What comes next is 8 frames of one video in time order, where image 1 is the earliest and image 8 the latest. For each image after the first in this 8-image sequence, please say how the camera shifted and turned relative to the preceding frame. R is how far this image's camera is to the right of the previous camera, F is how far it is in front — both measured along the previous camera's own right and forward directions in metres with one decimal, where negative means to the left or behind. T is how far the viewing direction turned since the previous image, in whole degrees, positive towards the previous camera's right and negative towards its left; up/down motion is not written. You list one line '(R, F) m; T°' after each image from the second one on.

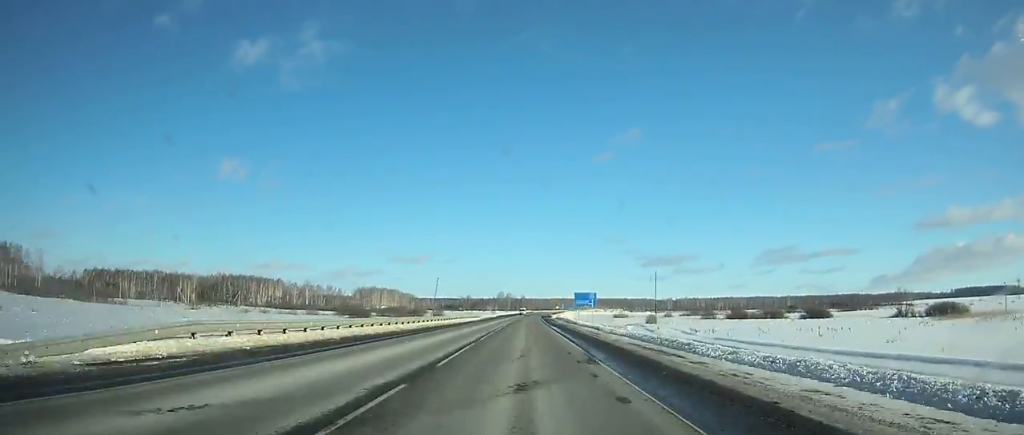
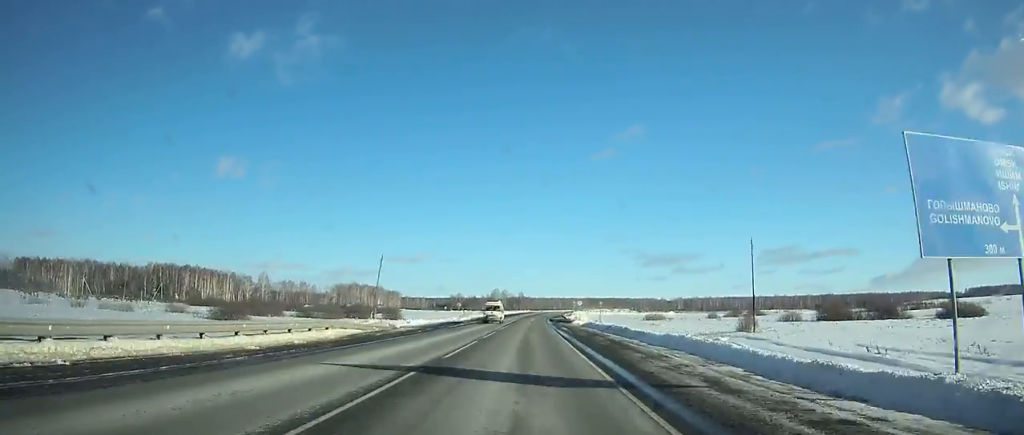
(+0.7, +70.6) m; +1°
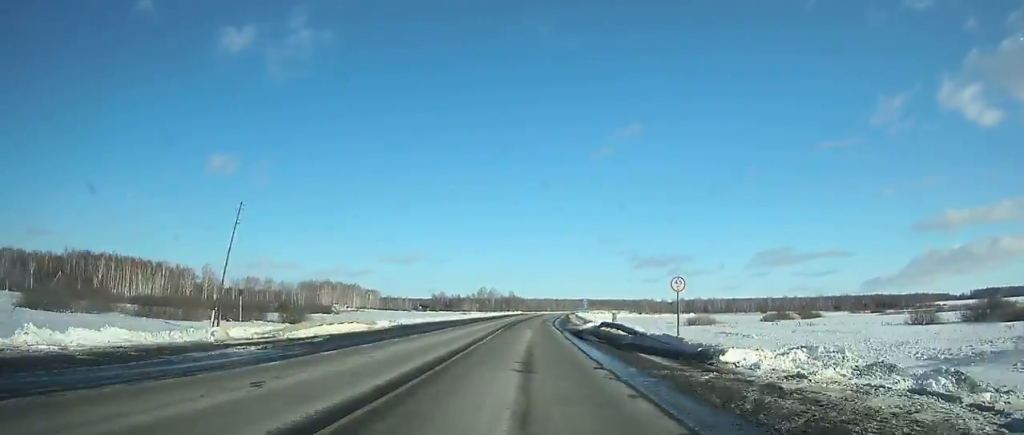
(+0.2, +58.4) m; +1°
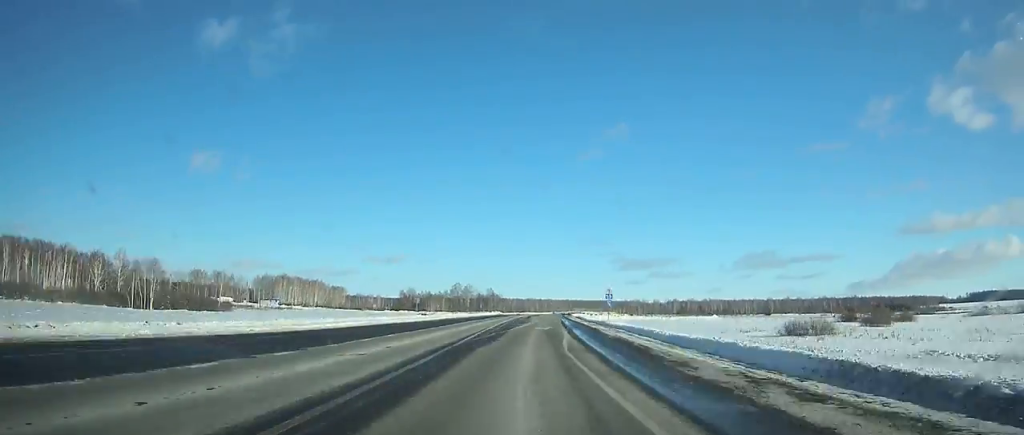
(+0.3, +57.9) m; +1°
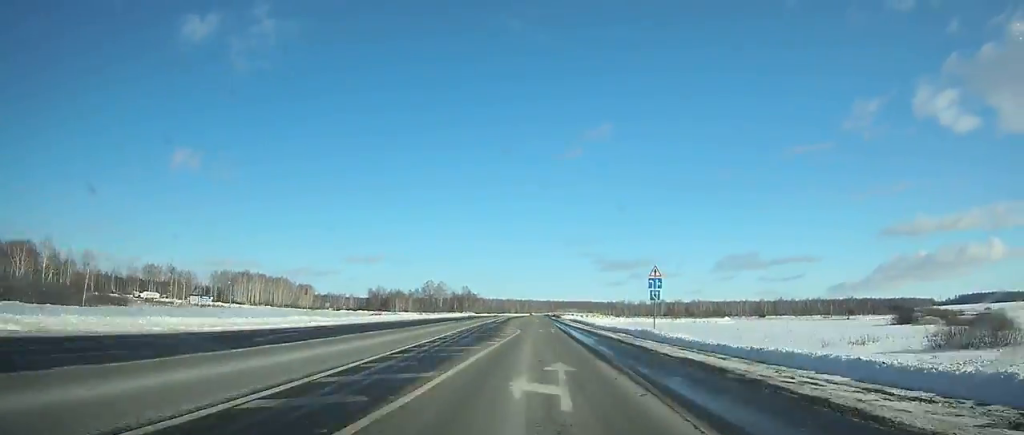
(+0.4, +34.4) m; +1°
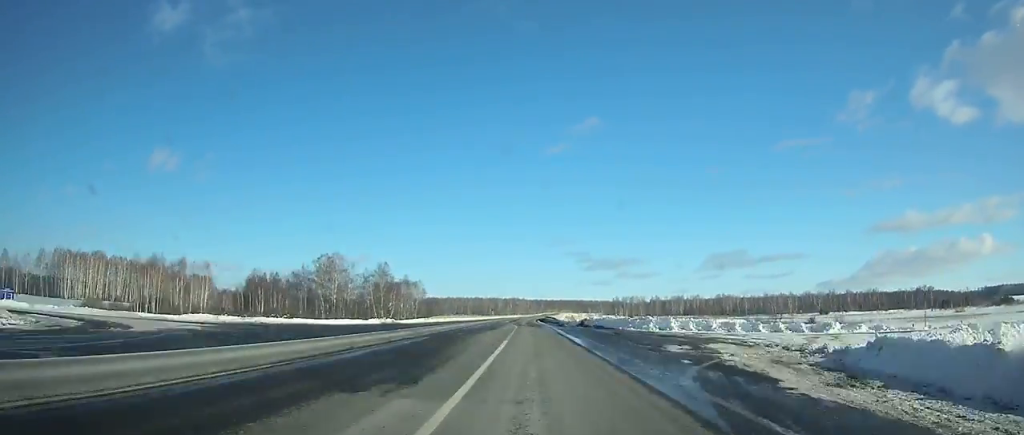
(+4.0, +150.7) m; +2°
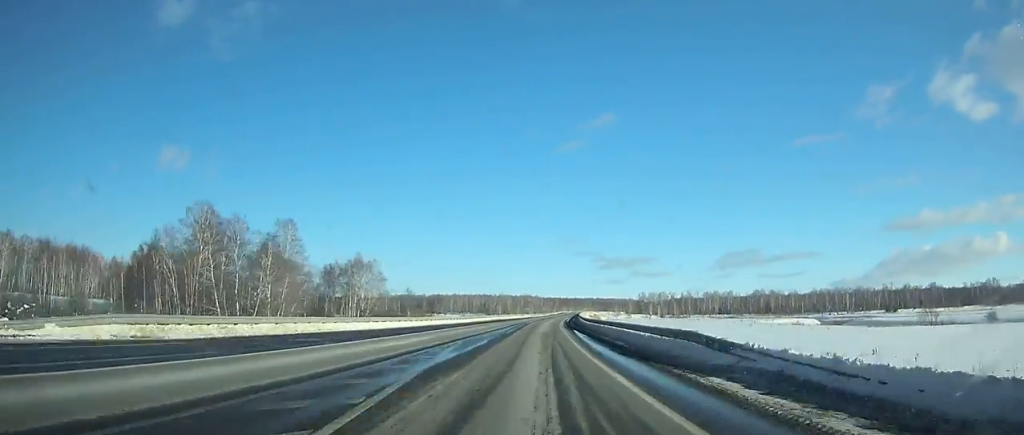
(+0.2, +73.4) m; +1°
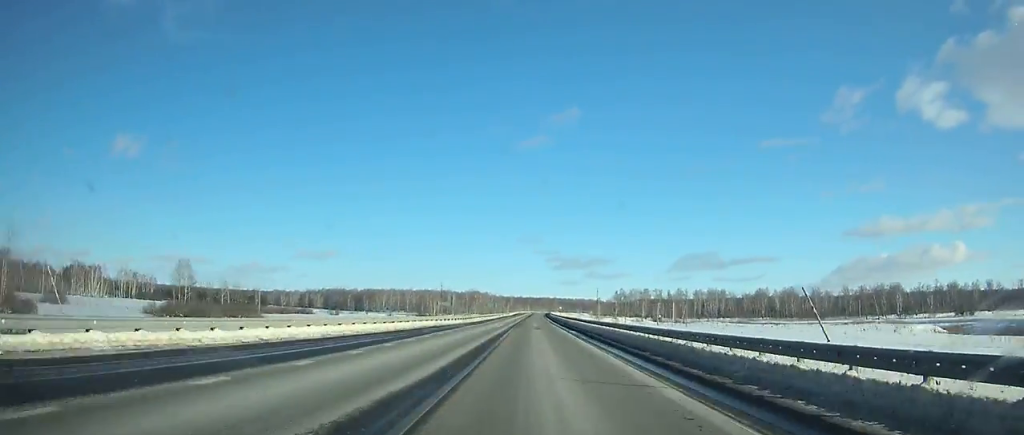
(+1.7, +110.5) m; +2°
